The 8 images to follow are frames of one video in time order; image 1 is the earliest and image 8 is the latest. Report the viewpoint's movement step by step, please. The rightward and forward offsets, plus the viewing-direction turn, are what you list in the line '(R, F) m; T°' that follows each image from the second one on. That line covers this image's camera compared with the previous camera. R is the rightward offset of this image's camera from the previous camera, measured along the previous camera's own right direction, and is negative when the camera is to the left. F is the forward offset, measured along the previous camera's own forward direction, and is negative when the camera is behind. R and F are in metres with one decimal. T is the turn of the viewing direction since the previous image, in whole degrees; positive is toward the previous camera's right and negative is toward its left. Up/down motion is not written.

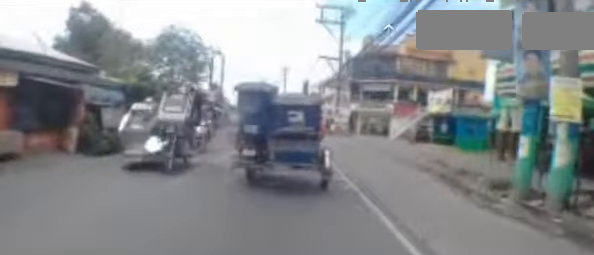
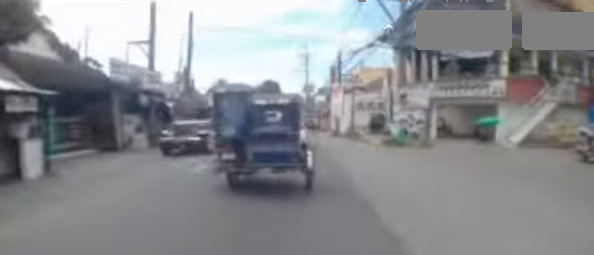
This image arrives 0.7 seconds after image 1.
(-0.1, +3.4) m; -5°
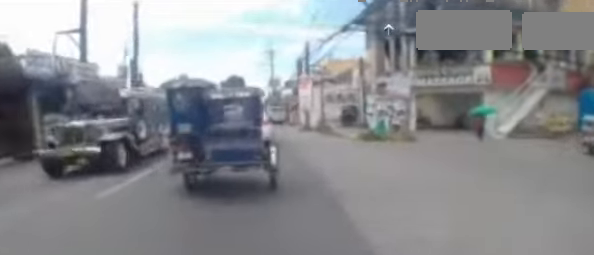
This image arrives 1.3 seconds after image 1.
(-0.1, +2.5) m; -4°
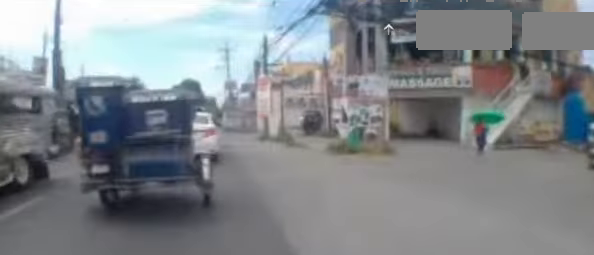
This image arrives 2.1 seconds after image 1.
(-0.2, +3.2) m; 0°
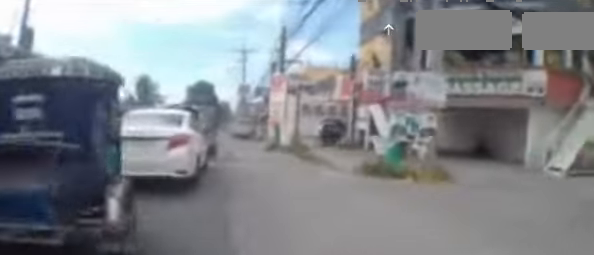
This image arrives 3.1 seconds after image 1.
(+0.2, +4.0) m; +7°
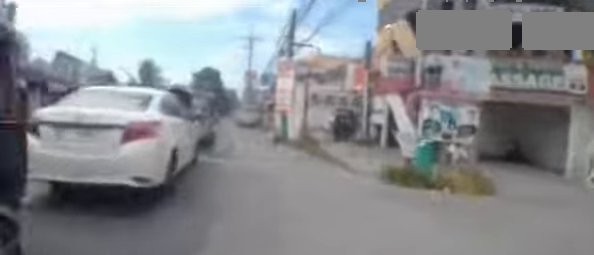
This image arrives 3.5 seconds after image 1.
(+0.2, +1.8) m; +3°
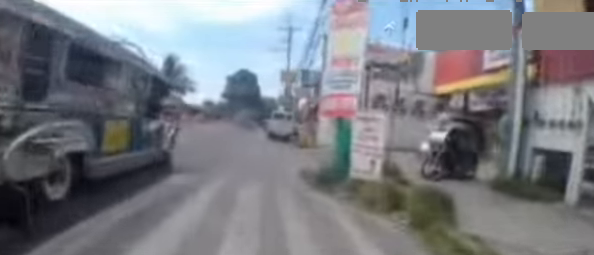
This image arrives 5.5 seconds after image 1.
(-0.1, +10.4) m; 0°
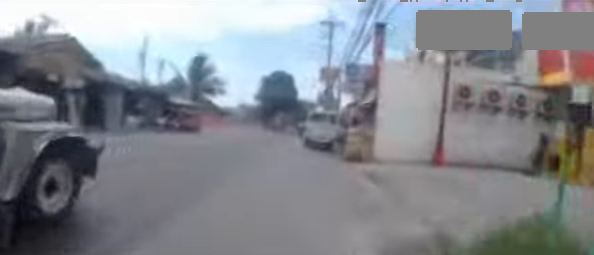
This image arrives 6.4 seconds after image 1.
(+0.1, +5.6) m; -5°
